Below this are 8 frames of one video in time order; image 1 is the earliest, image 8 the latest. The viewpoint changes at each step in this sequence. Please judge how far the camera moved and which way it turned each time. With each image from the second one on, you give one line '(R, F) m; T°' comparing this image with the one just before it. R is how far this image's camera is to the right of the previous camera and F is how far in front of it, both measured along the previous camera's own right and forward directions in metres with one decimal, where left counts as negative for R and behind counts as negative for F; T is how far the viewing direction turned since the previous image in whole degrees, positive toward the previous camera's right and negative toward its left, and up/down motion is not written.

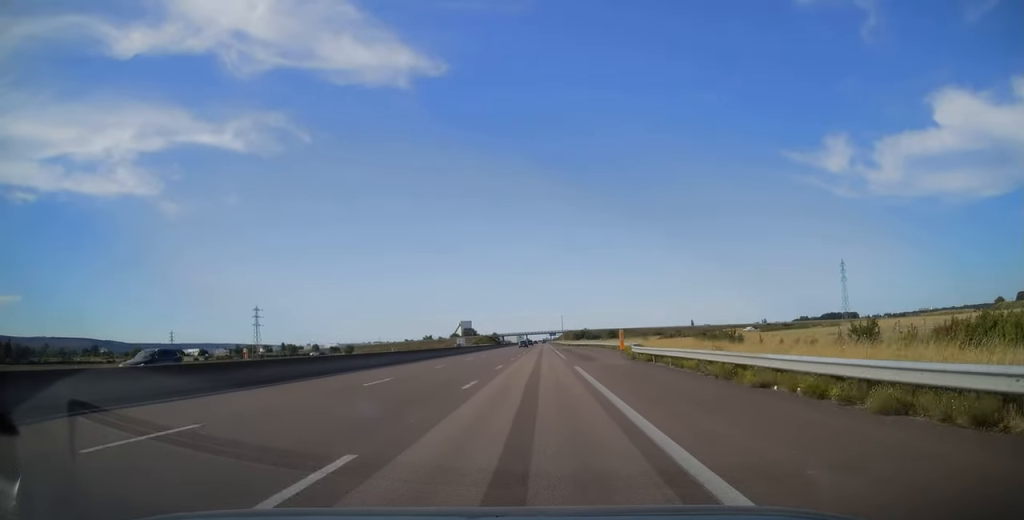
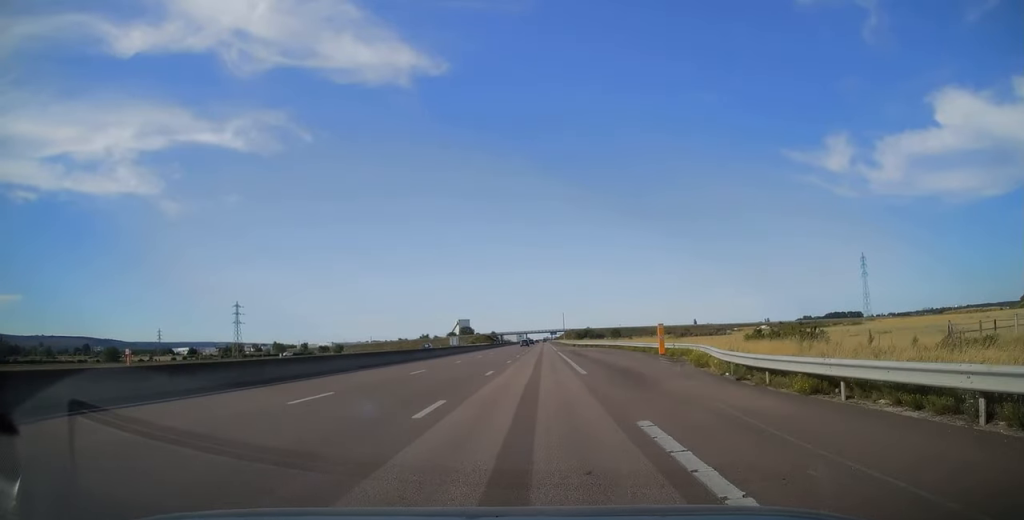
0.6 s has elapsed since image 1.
(-0.1, +19.1) m; 0°
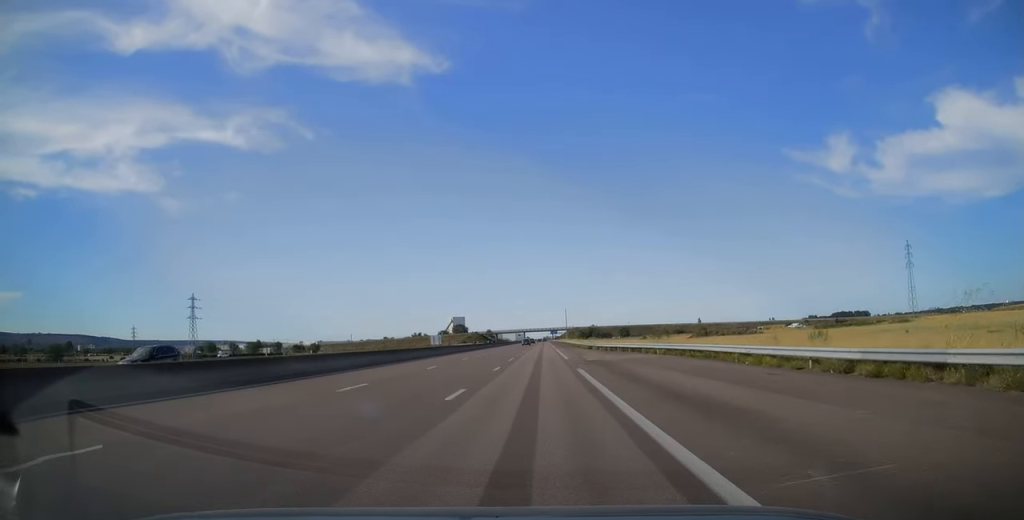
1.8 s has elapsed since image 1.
(0.0, +35.6) m; 0°
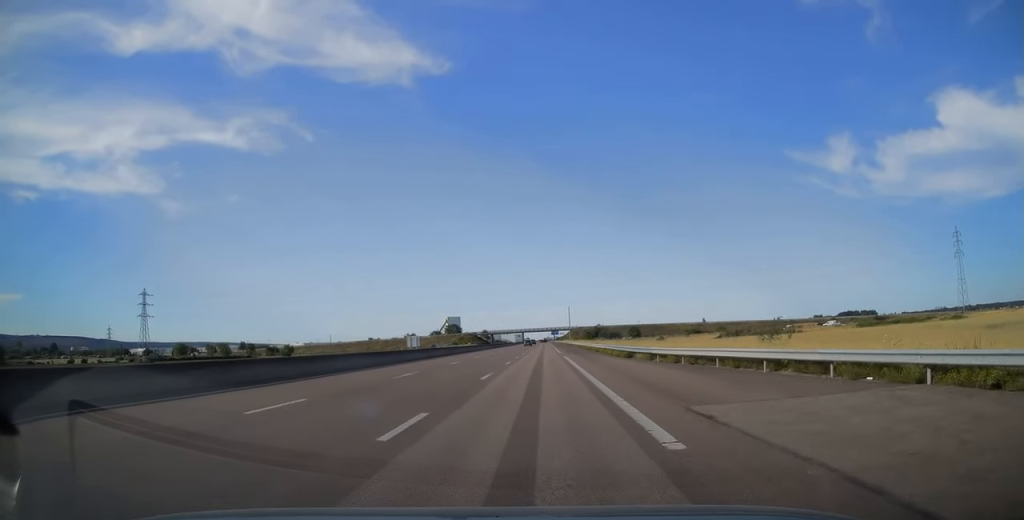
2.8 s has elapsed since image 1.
(0.0, +31.4) m; 0°
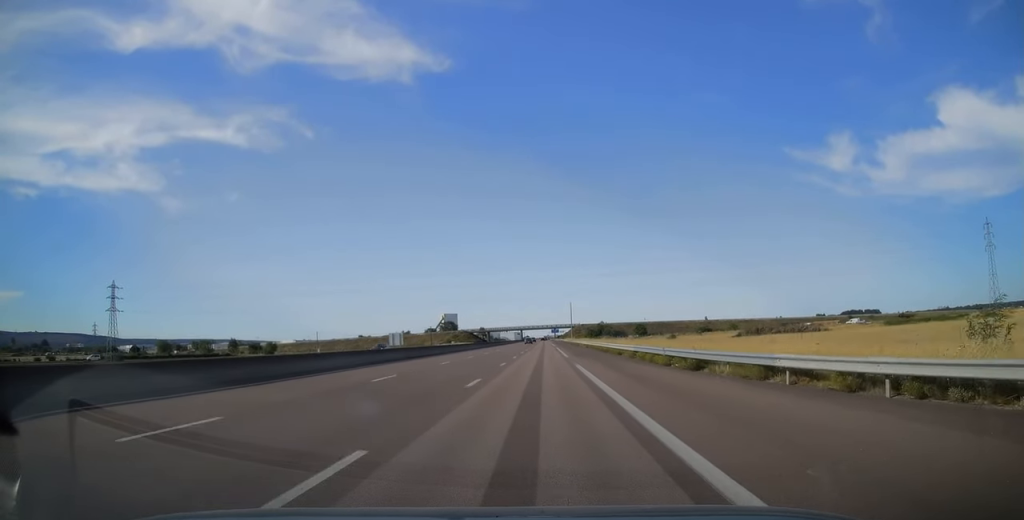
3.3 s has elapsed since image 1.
(+0.1, +17.0) m; 0°
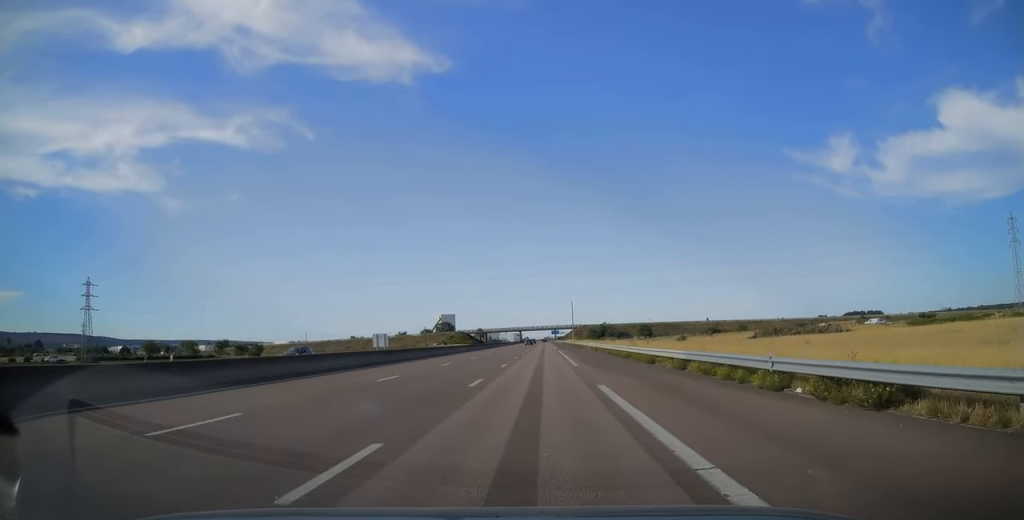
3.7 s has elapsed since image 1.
(0.0, +12.4) m; 0°
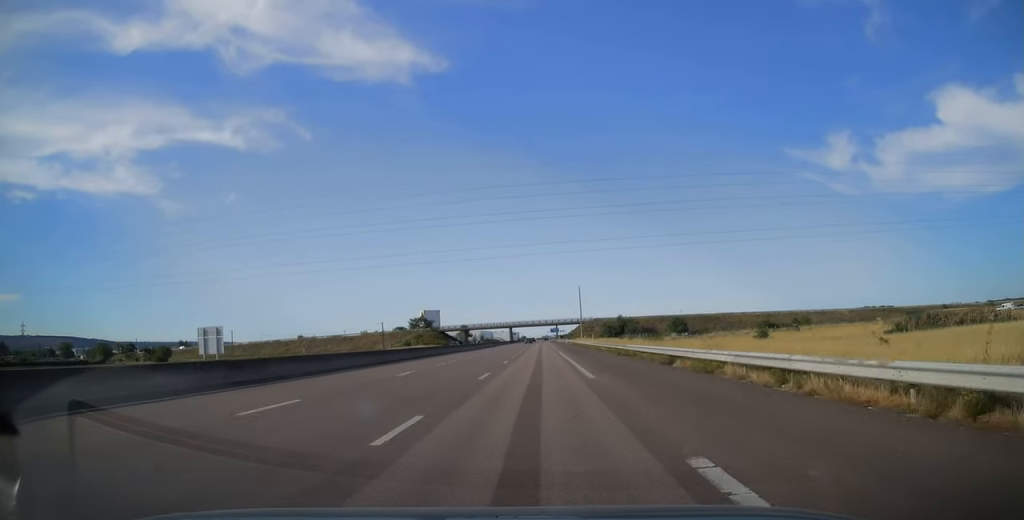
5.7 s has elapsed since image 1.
(-0.3, +61.7) m; 0°
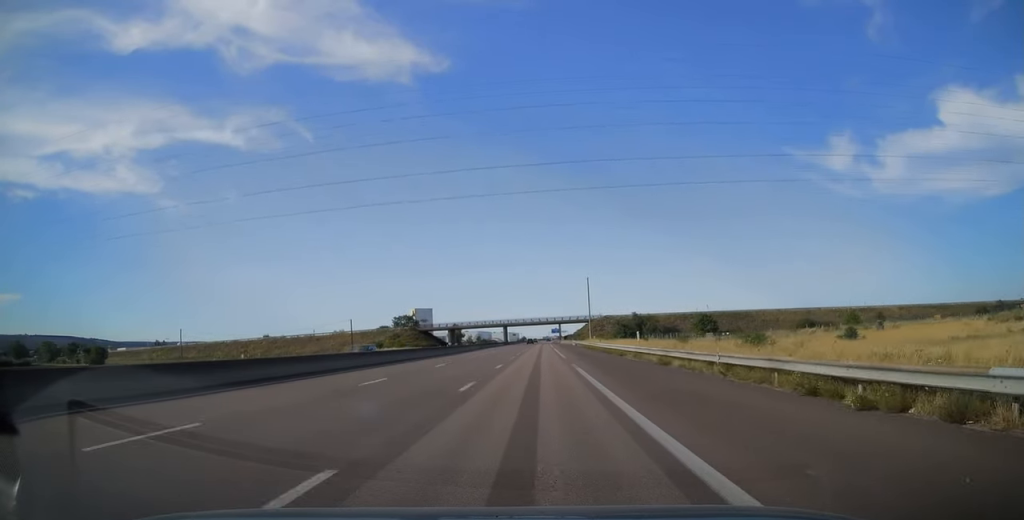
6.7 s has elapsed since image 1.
(+0.1, +30.3) m; 0°
